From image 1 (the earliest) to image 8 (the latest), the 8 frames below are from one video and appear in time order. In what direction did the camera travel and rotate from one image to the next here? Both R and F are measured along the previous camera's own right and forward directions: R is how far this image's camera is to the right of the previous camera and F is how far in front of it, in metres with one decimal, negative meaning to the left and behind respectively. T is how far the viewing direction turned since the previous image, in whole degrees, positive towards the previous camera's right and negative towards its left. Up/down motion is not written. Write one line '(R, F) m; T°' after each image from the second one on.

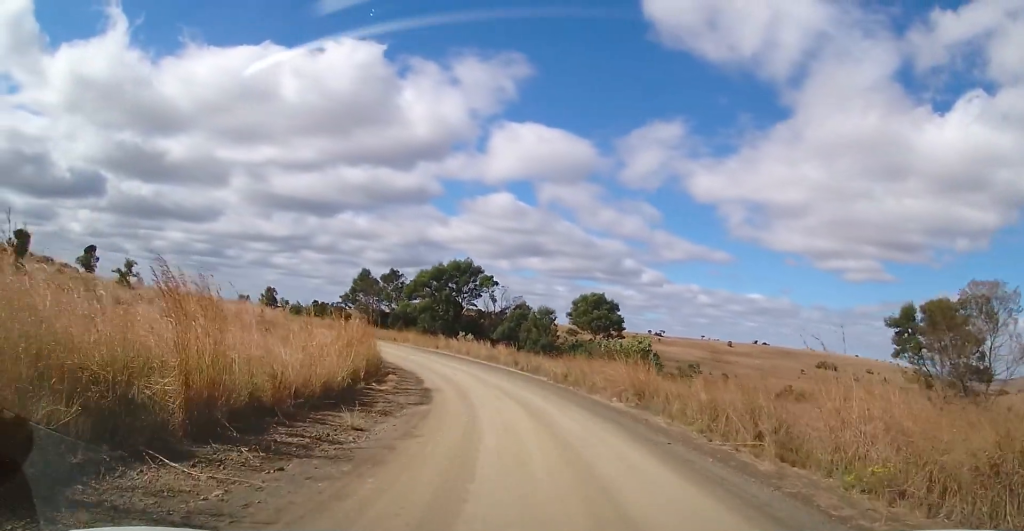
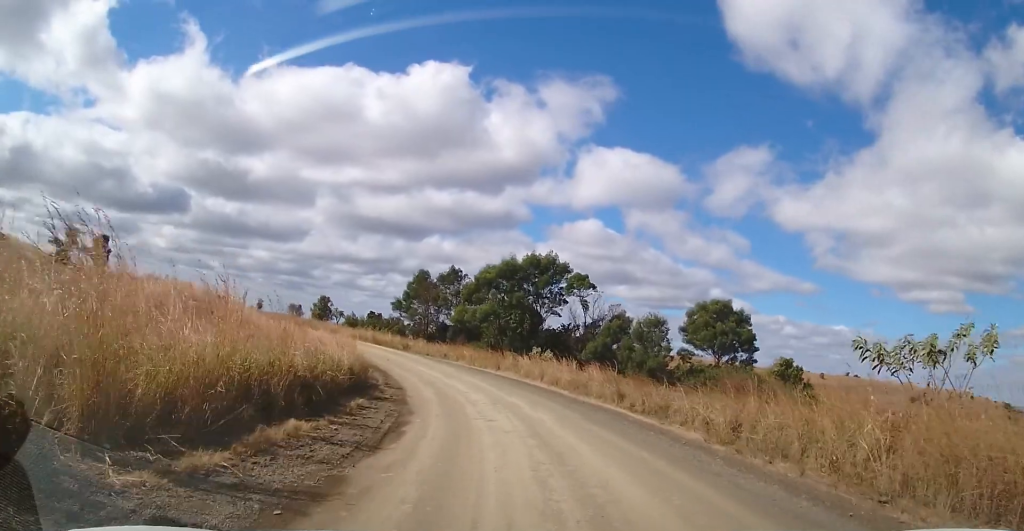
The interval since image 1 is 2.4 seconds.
(-0.4, +18.4) m; -5°
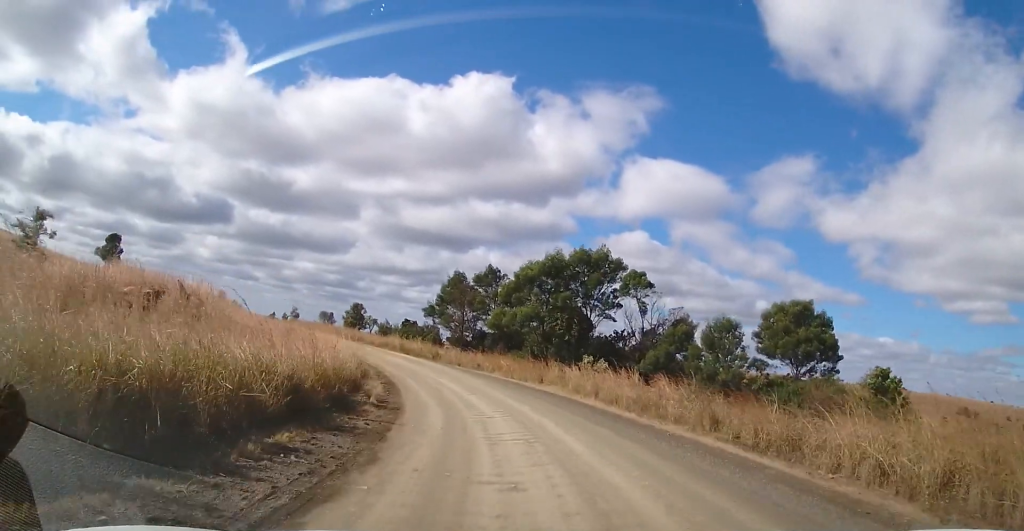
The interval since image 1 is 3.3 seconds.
(-0.2, +7.1) m; -3°
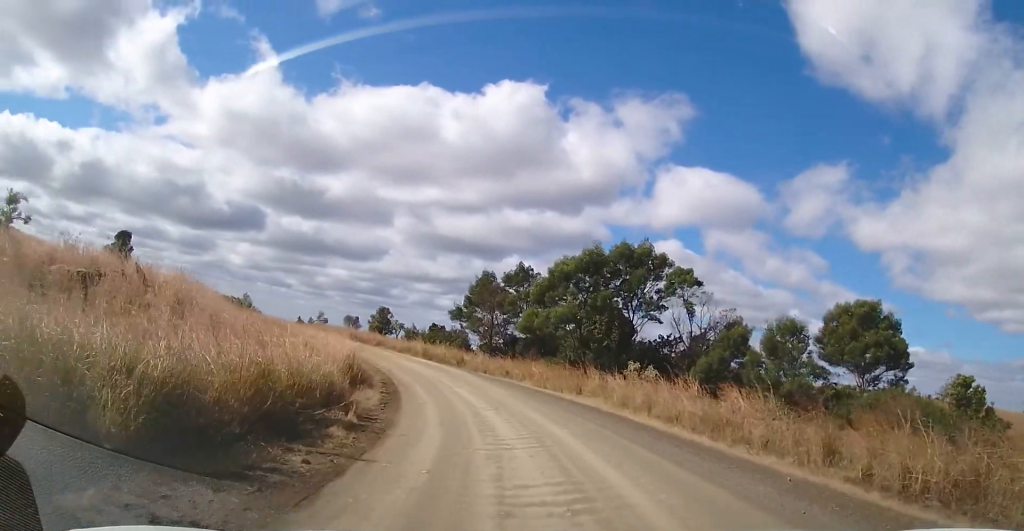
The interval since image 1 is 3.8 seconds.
(+0.4, +4.7) m; -4°
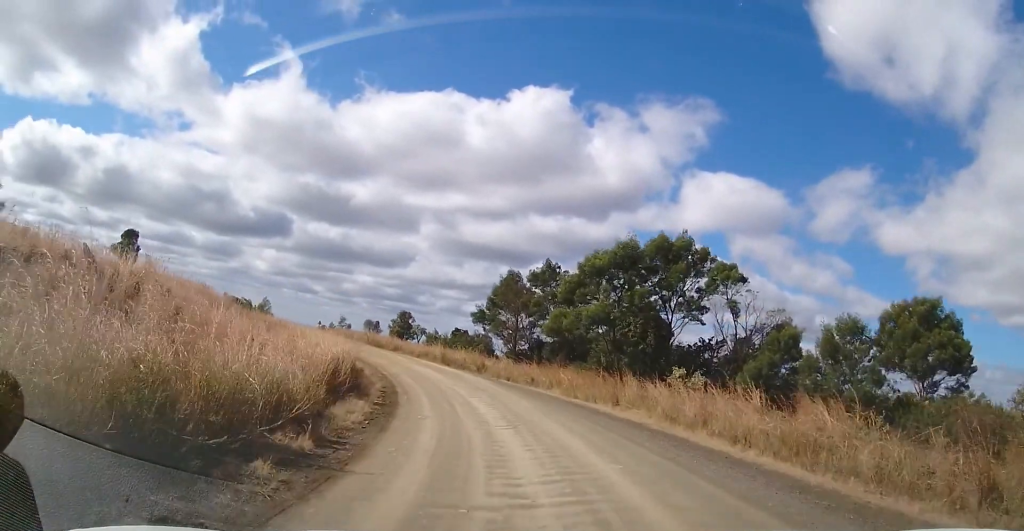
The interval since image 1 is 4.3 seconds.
(-0.3, +3.8) m; -4°
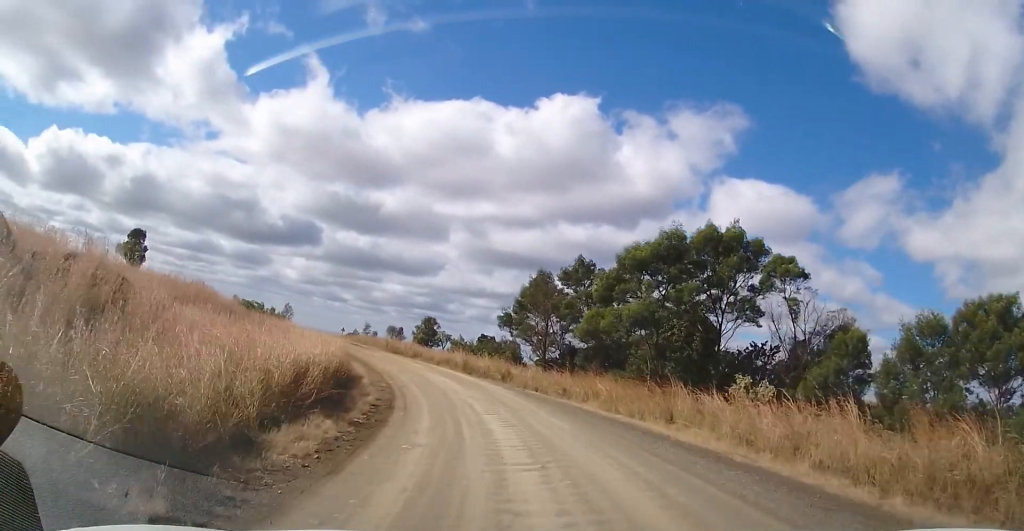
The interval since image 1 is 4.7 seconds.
(-0.5, +4.3) m; -4°
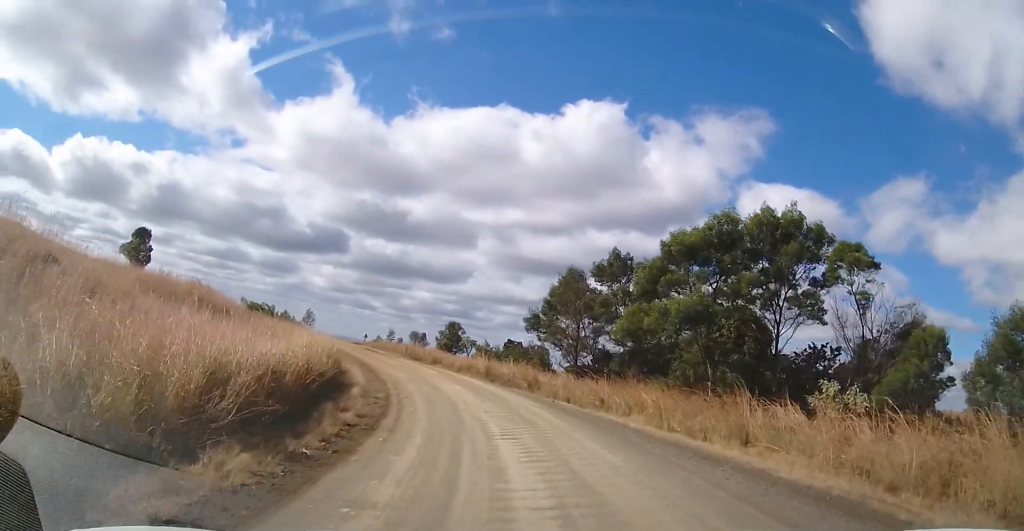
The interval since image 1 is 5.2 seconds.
(-0.2, +4.2) m; -3°
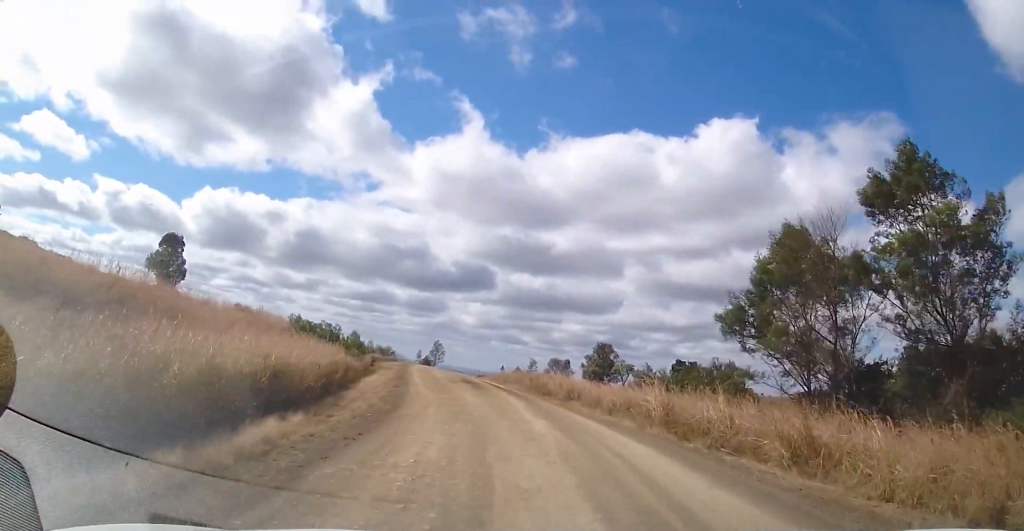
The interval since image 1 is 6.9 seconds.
(-1.2, +19.2) m; -11°
